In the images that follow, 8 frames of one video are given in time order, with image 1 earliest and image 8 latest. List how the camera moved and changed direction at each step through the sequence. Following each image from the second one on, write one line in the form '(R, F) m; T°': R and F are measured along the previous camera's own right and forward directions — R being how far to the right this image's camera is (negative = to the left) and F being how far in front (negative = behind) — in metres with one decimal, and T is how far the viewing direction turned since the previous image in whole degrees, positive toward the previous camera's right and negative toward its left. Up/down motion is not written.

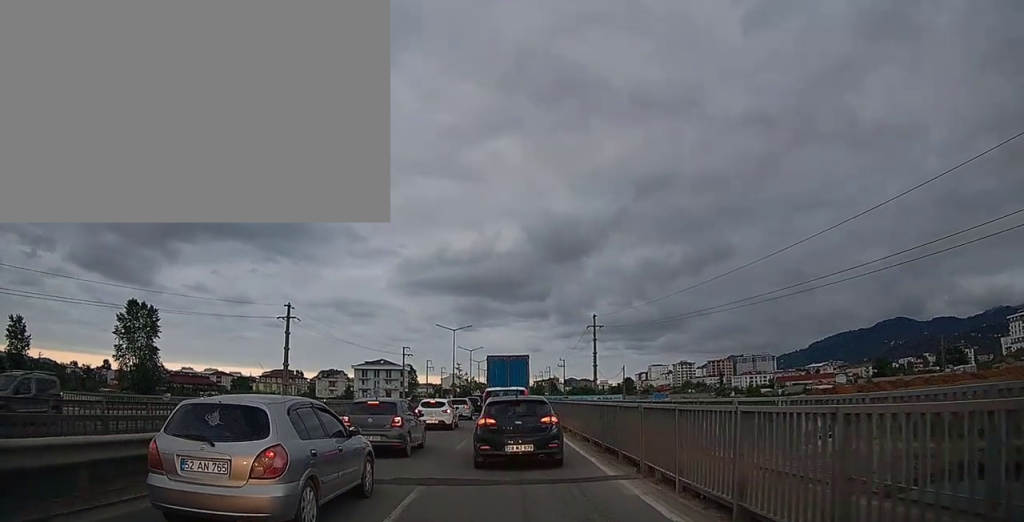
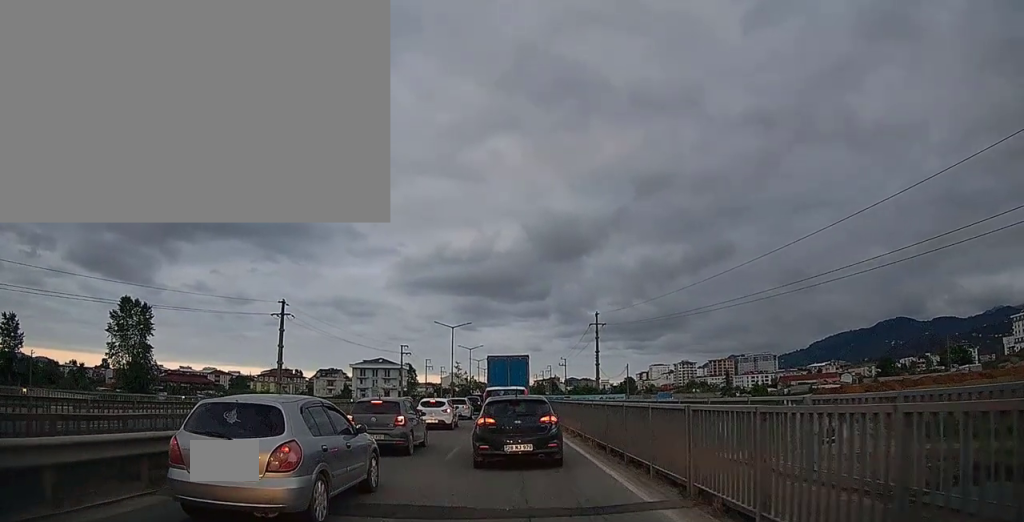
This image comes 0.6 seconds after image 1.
(-0.1, +2.5) m; 0°
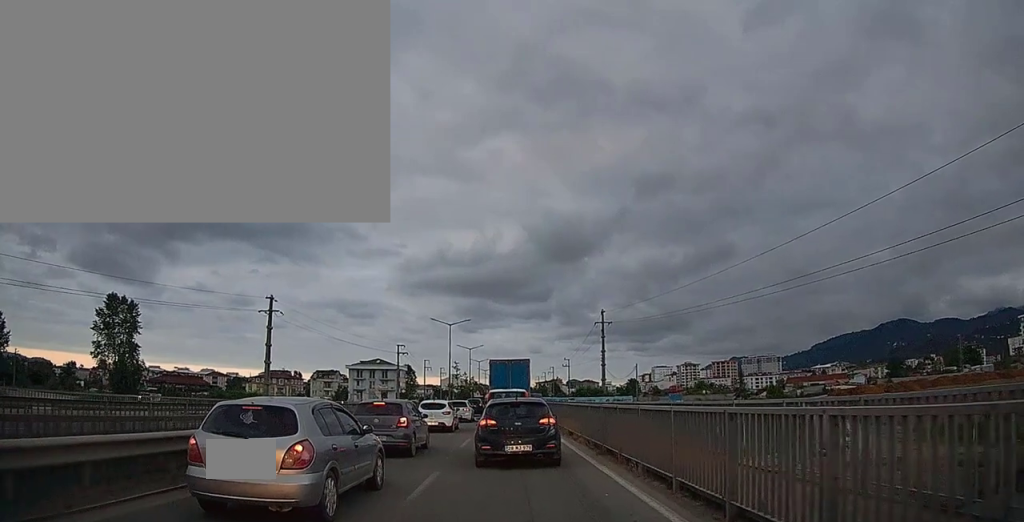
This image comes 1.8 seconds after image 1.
(+0.1, +5.1) m; +1°
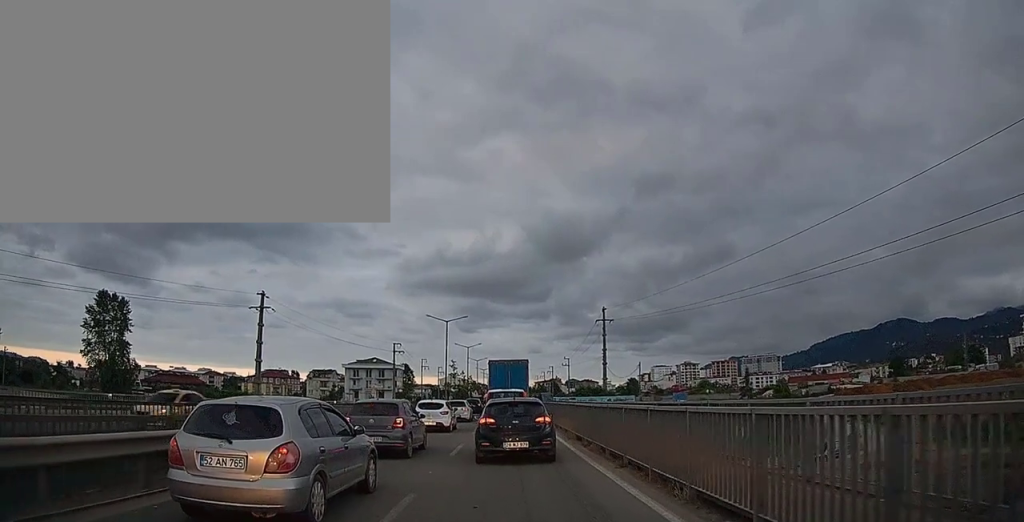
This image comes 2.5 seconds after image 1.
(0.0, +2.8) m; -1°
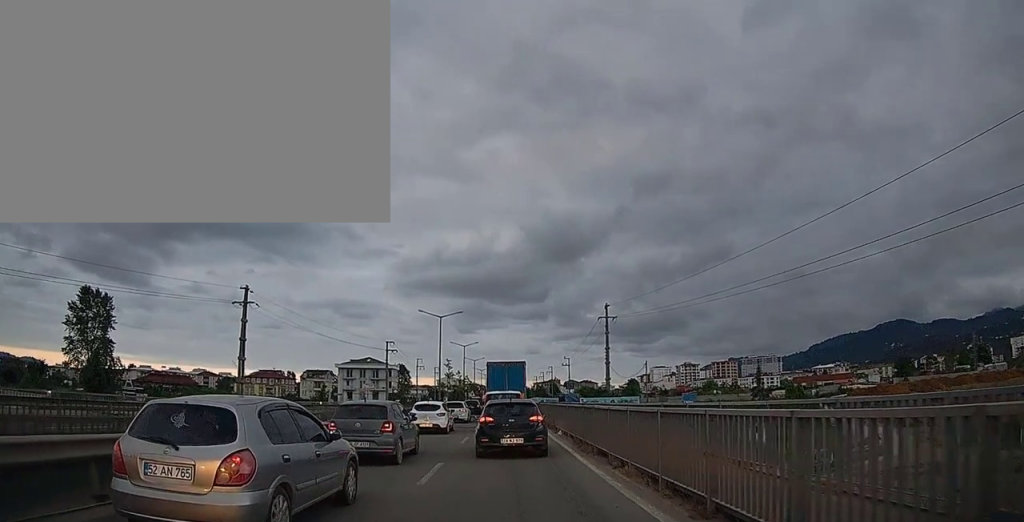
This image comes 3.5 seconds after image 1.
(-0.2, +4.6) m; -1°
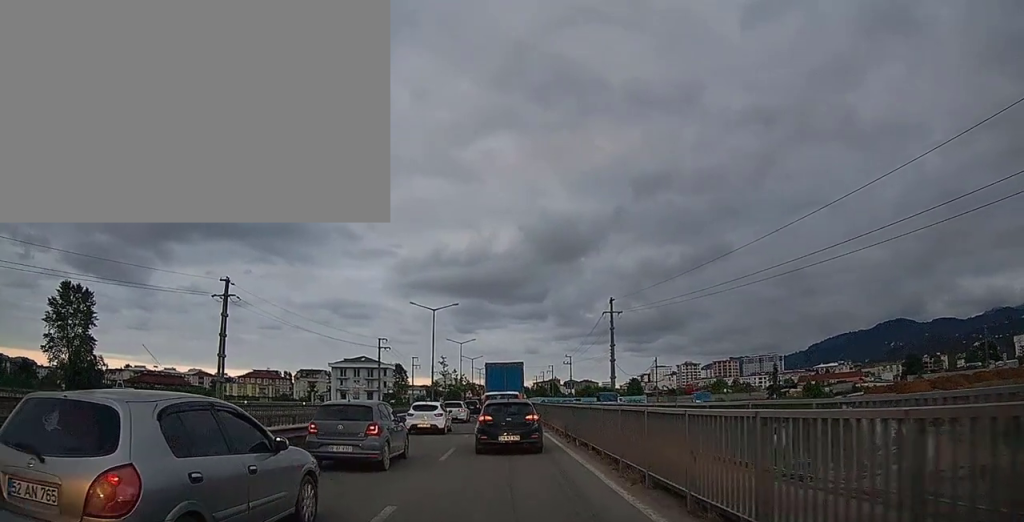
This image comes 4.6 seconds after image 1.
(+0.1, +5.0) m; +2°
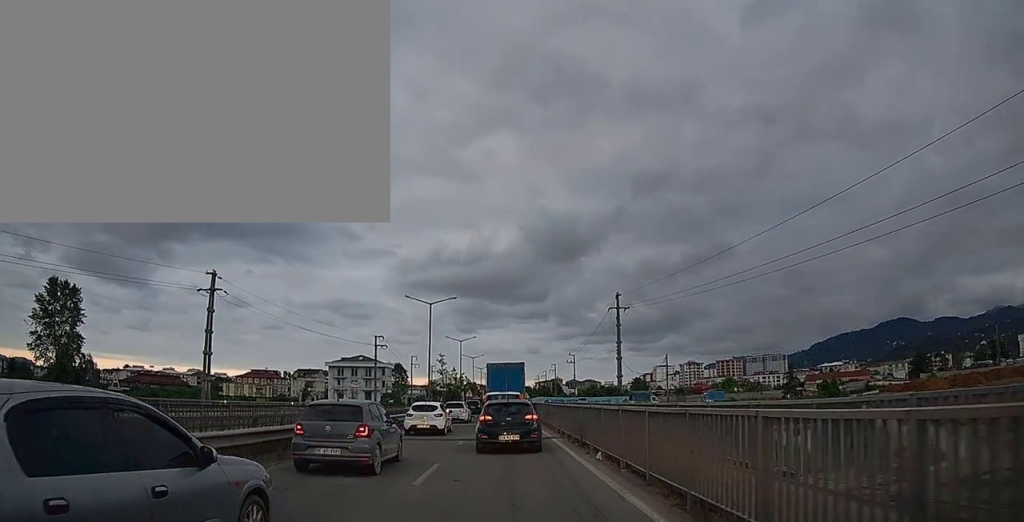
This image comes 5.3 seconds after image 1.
(0.0, +4.0) m; 0°
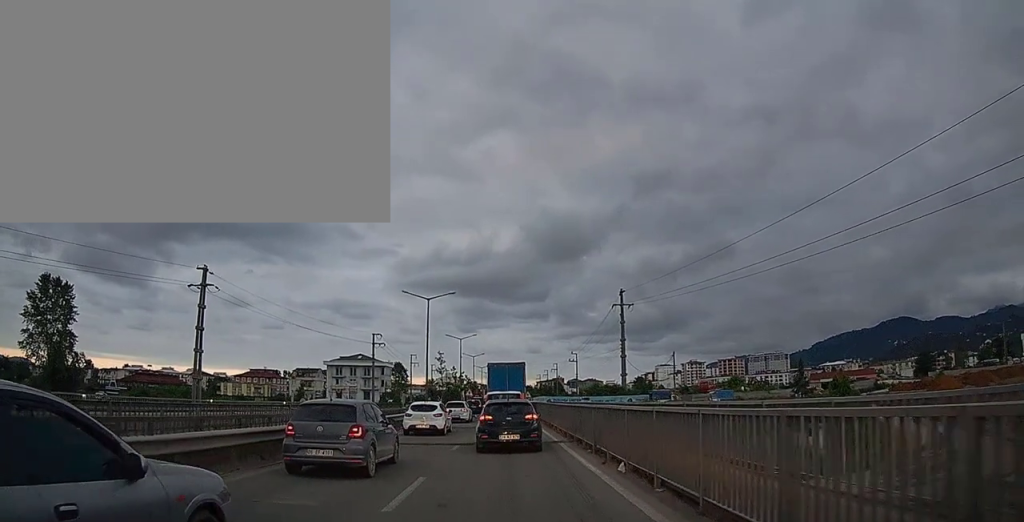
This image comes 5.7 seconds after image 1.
(0.0, +2.3) m; 0°
